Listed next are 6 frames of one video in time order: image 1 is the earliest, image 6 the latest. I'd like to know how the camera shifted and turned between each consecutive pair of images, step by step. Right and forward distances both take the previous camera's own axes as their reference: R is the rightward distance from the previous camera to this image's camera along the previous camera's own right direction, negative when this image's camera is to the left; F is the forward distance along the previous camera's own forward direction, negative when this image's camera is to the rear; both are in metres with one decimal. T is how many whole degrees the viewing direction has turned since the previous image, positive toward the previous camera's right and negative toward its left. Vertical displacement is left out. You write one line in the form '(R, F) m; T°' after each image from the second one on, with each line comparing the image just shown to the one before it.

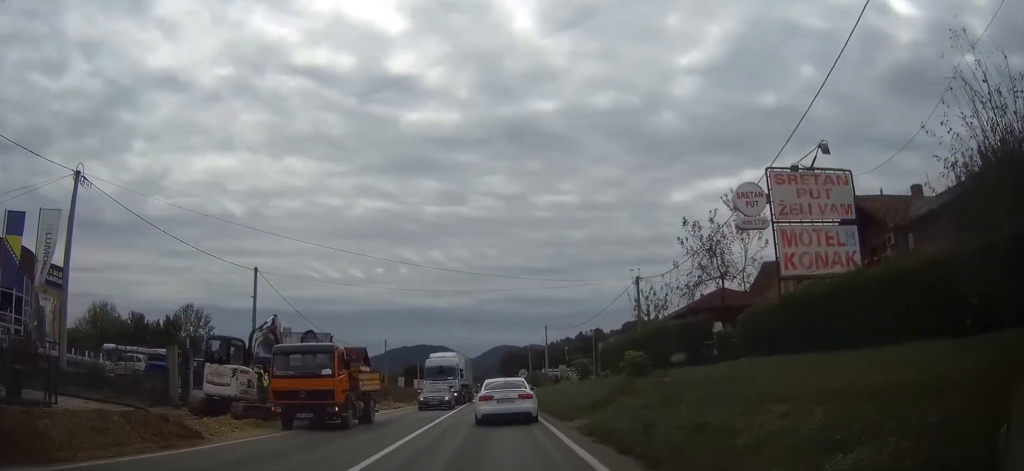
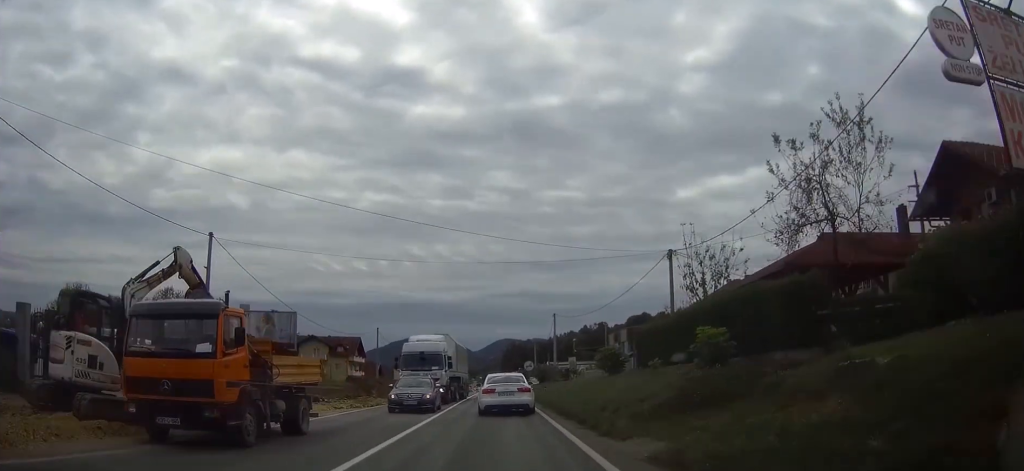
(-0.1, +8.6) m; 0°
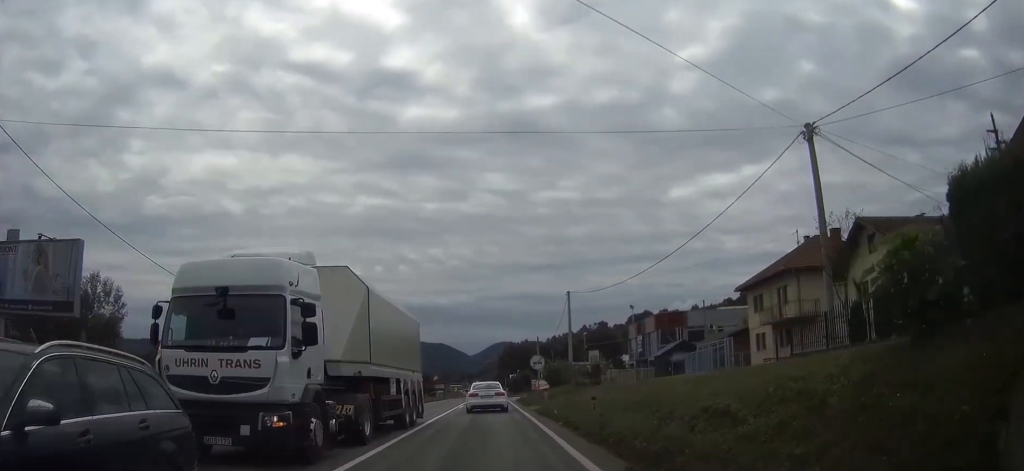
(0.0, +20.2) m; 0°
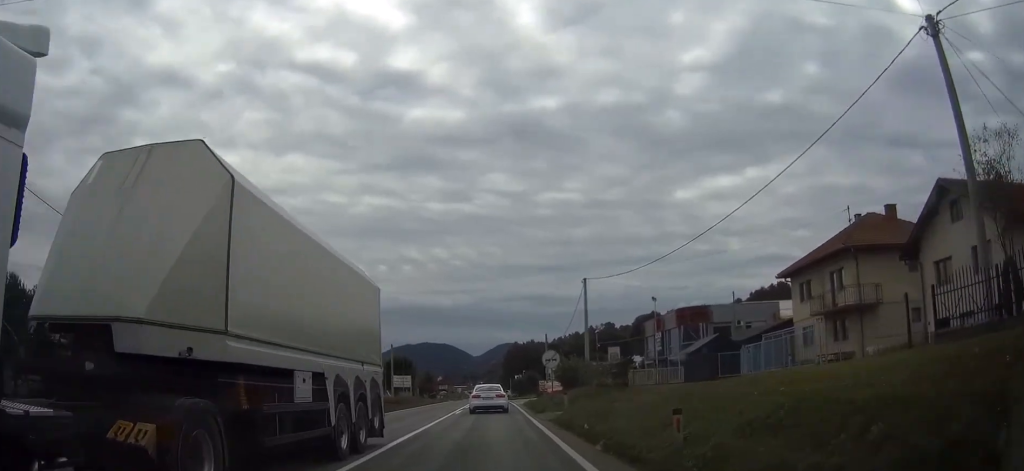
(0.0, +7.3) m; 0°
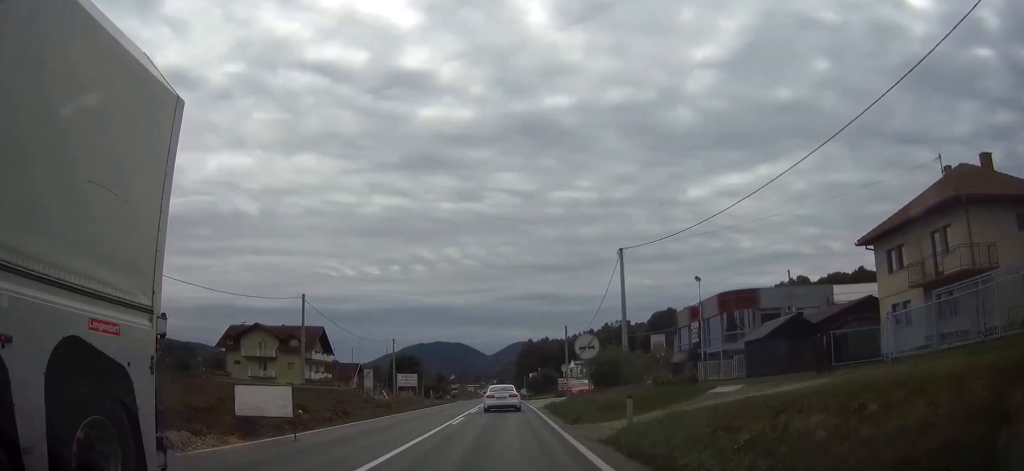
(0.0, +9.2) m; 0°
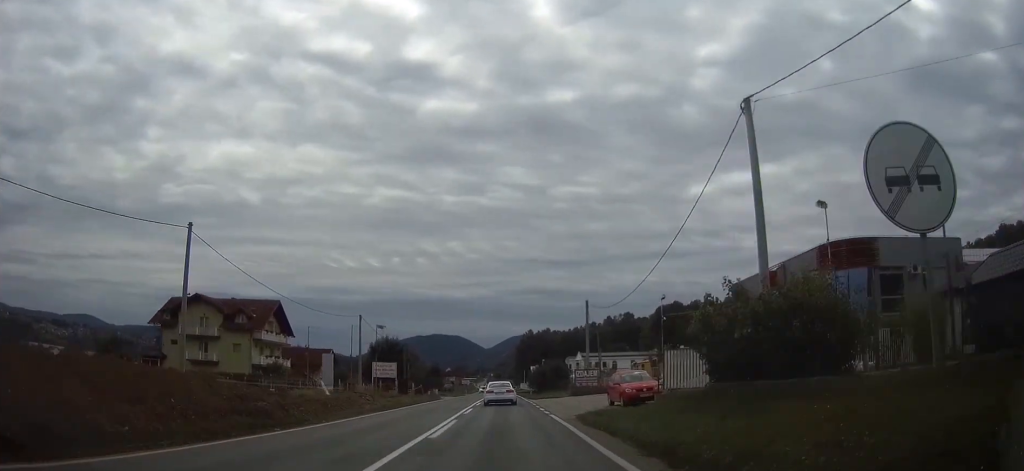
(-0.1, +20.1) m; -1°
